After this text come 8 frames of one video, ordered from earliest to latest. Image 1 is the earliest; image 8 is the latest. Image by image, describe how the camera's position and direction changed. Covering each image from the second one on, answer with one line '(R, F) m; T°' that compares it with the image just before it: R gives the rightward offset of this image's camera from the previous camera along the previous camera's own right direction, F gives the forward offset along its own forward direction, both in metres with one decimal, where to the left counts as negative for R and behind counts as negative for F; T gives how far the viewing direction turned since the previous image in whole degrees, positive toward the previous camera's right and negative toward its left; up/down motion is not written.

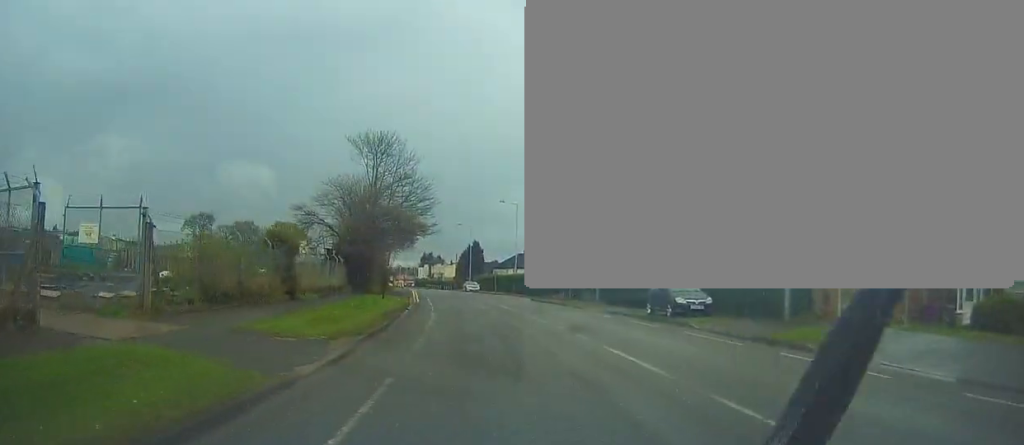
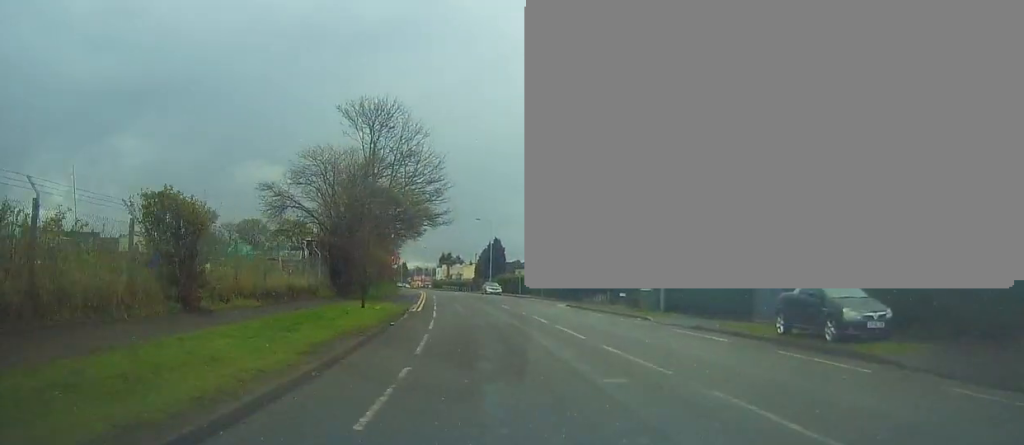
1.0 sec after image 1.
(-0.2, +10.9) m; 0°
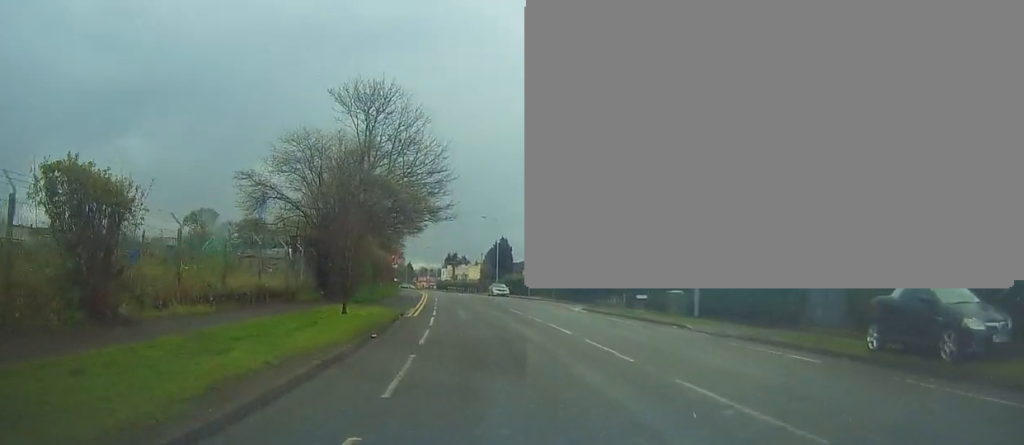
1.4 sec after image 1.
(0.0, +4.2) m; 0°
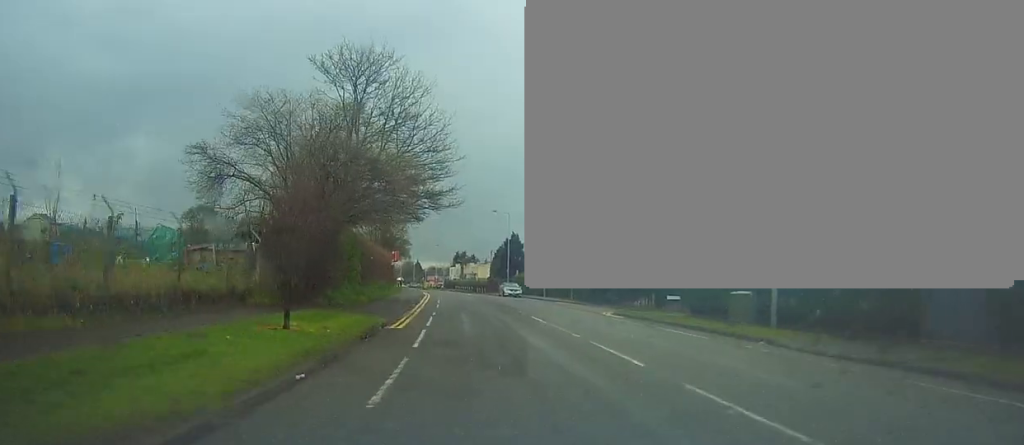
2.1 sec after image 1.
(+0.2, +6.7) m; -1°
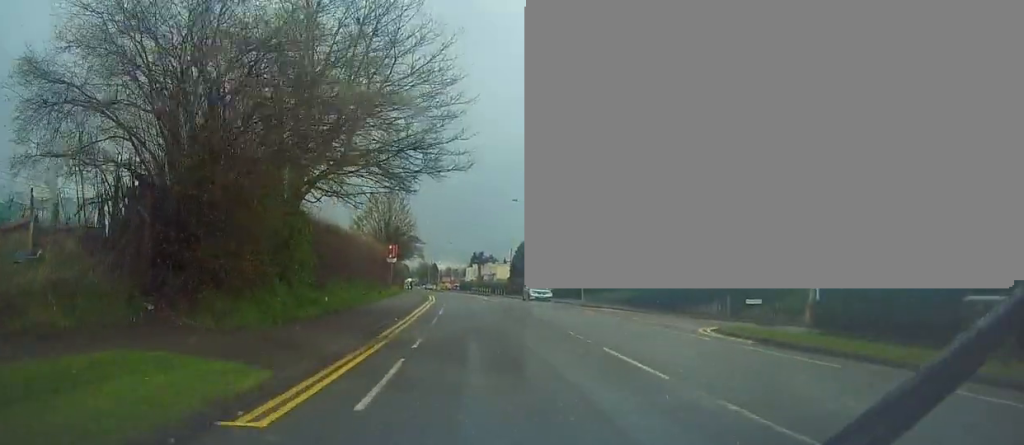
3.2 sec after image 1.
(-0.5, +12.4) m; -3°
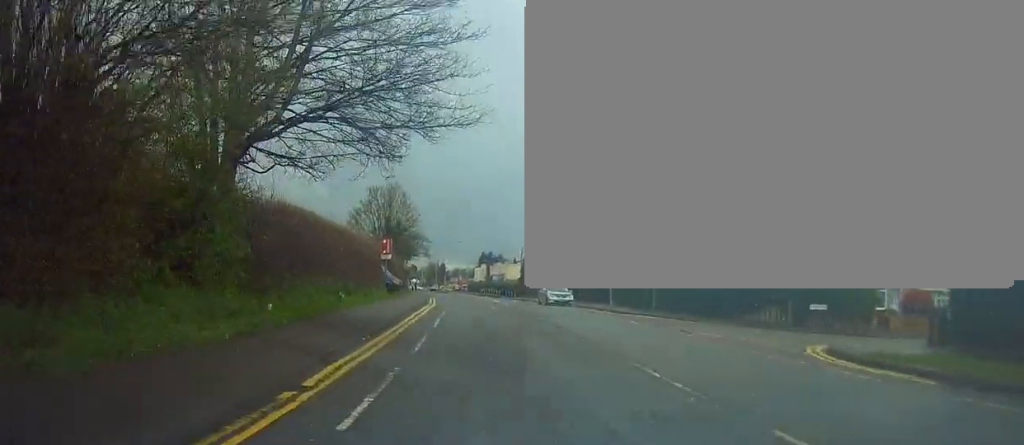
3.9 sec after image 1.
(0.0, +7.1) m; 0°
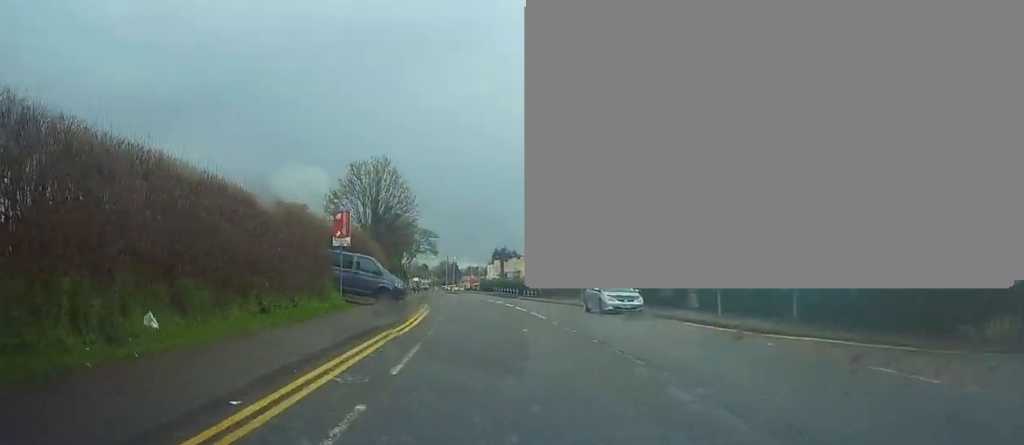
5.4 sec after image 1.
(0.0, +15.9) m; -1°
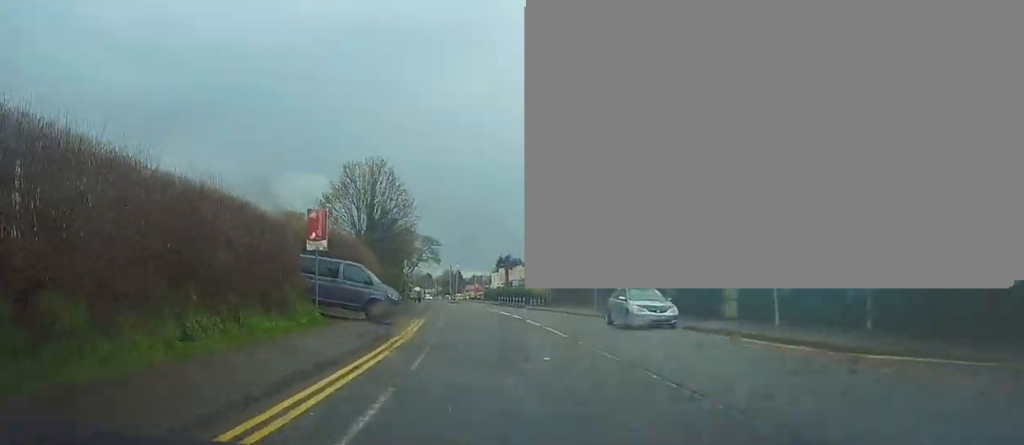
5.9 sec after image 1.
(0.0, +4.3) m; 0°
